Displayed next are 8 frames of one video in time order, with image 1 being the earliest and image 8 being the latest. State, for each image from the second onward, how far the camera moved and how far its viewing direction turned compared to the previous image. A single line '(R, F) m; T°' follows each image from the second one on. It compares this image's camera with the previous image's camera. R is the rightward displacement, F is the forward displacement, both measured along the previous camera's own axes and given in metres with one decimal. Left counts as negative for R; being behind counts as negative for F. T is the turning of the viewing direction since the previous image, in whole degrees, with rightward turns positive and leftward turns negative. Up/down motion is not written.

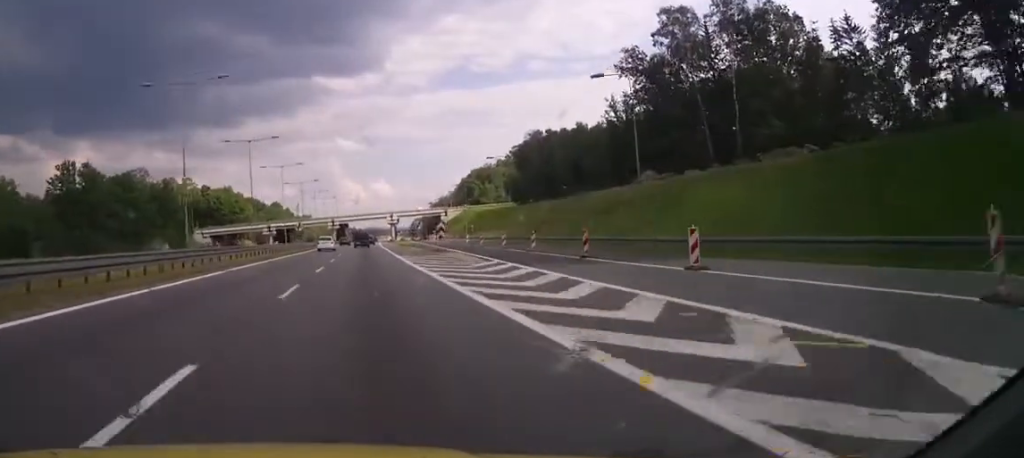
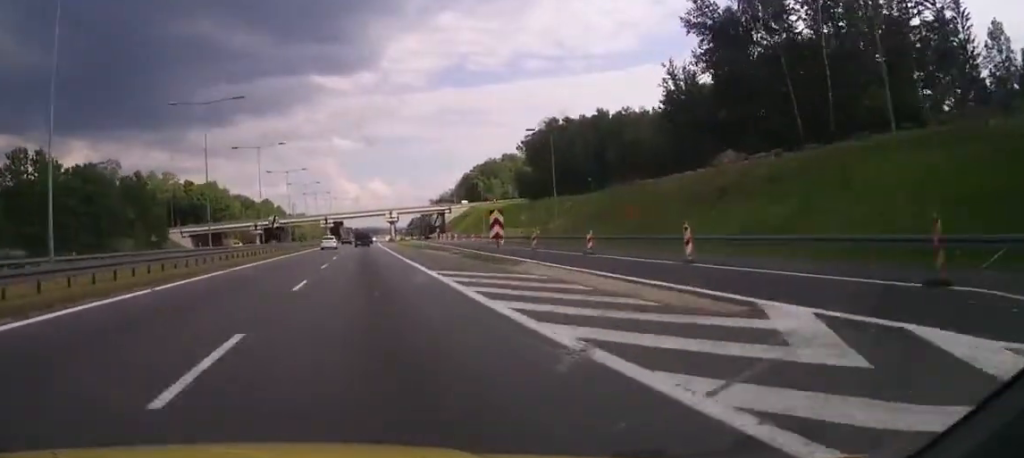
(+0.3, +21.2) m; 0°
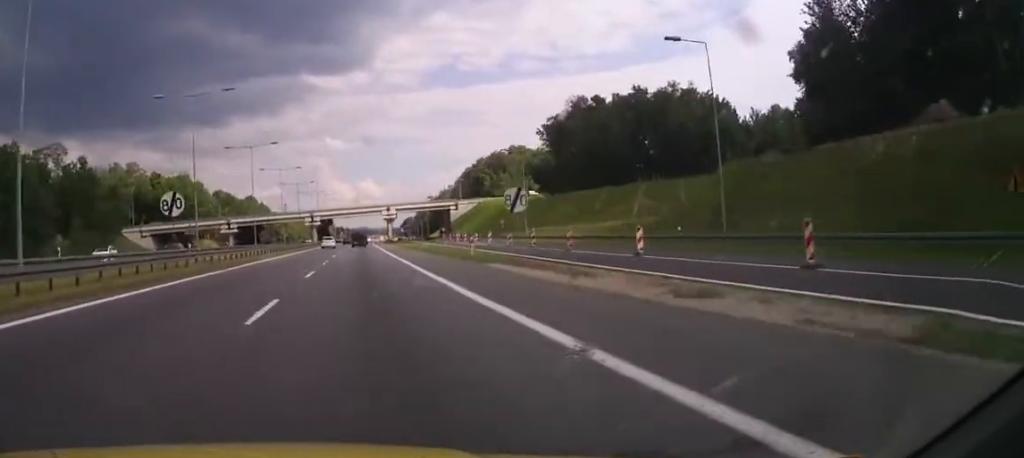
(-0.1, +30.6) m; 0°
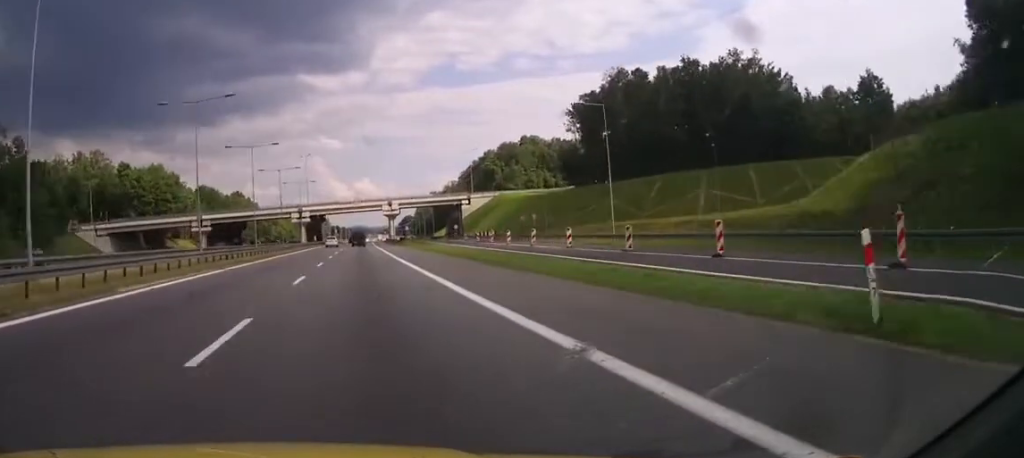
(+0.1, +27.0) m; +1°
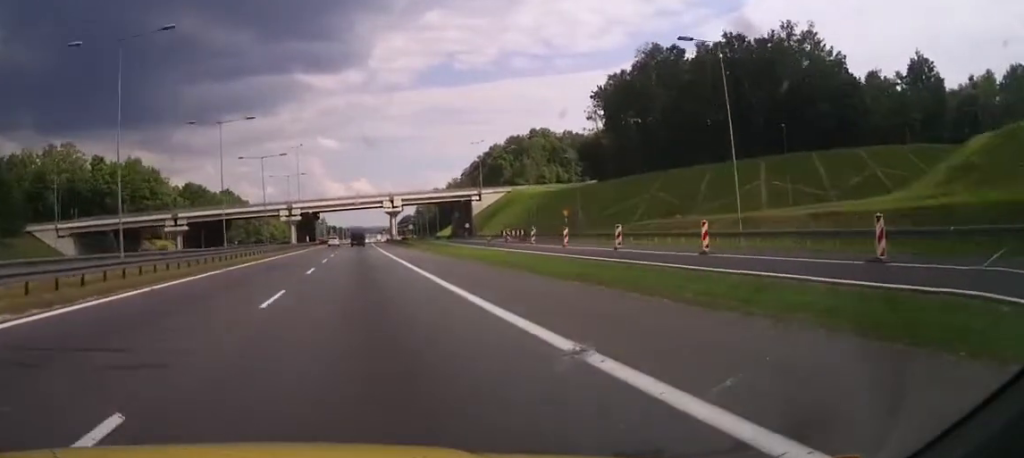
(+0.1, +17.8) m; +1°
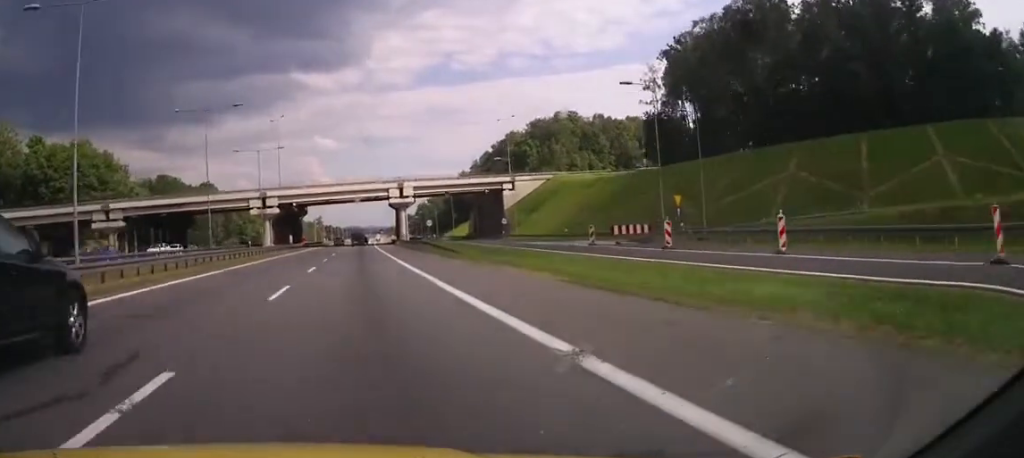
(+0.2, +33.9) m; +1°
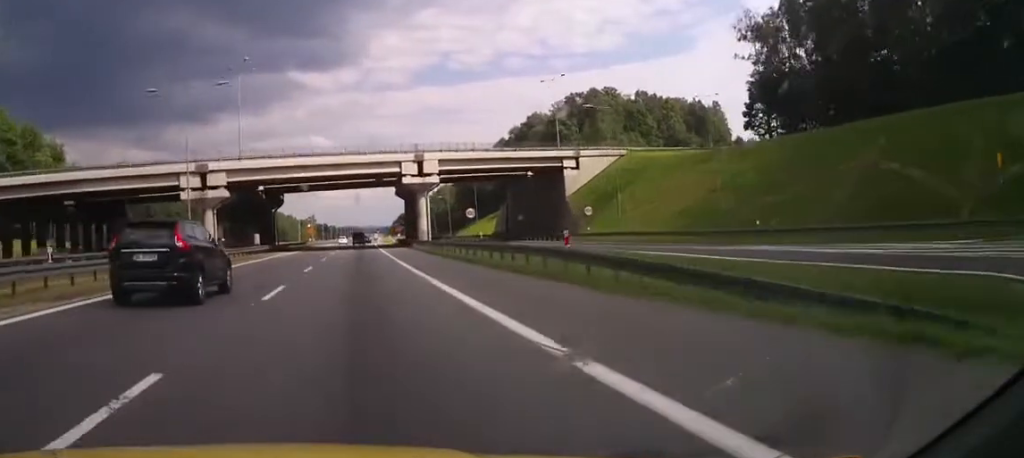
(+0.2, +35.9) m; +1°
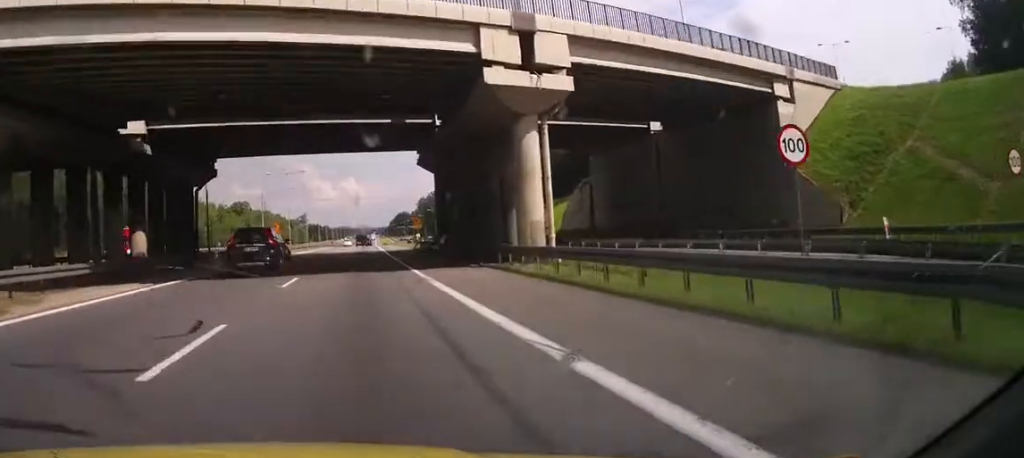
(+0.1, +43.7) m; 0°
